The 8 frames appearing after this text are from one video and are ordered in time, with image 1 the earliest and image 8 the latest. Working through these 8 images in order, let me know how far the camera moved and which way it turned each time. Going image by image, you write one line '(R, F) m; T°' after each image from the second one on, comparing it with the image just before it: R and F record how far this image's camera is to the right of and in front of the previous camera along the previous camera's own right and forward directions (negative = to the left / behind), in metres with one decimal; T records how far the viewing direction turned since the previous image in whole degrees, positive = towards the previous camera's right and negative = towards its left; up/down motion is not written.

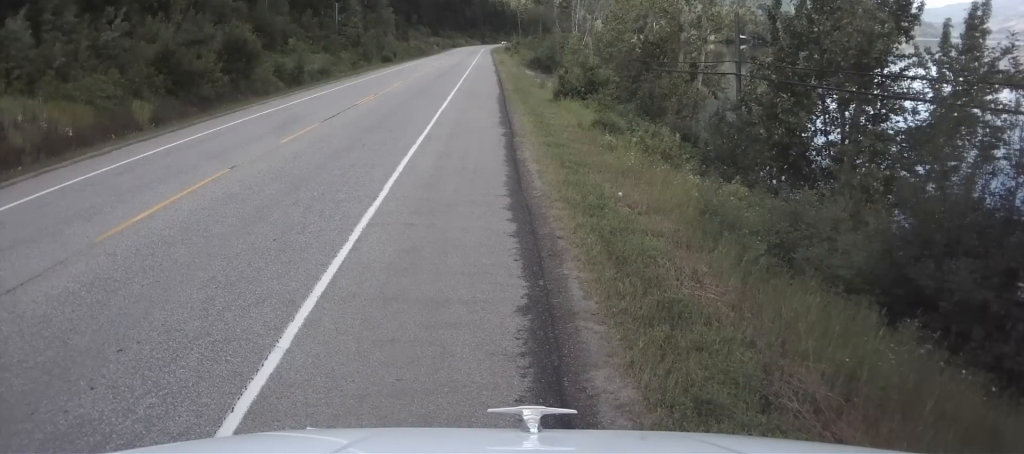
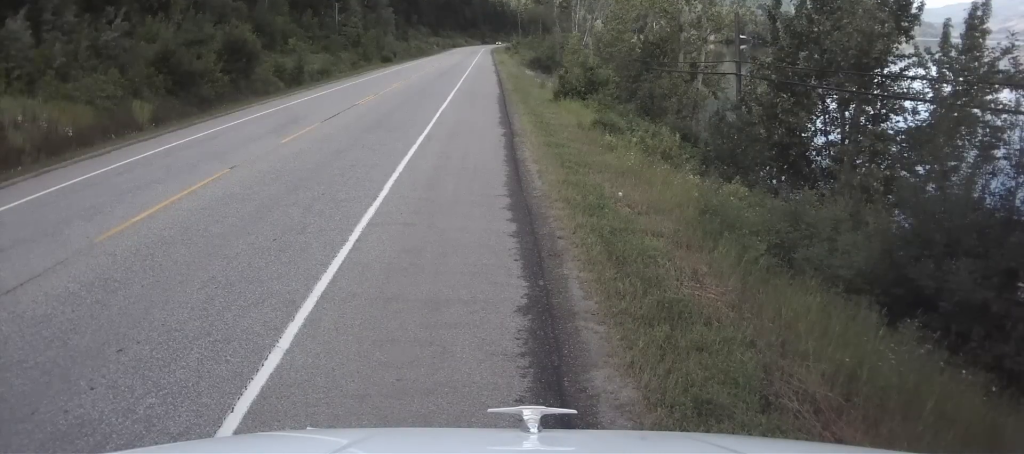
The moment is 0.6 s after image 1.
(0.0, 0.0) m; 0°
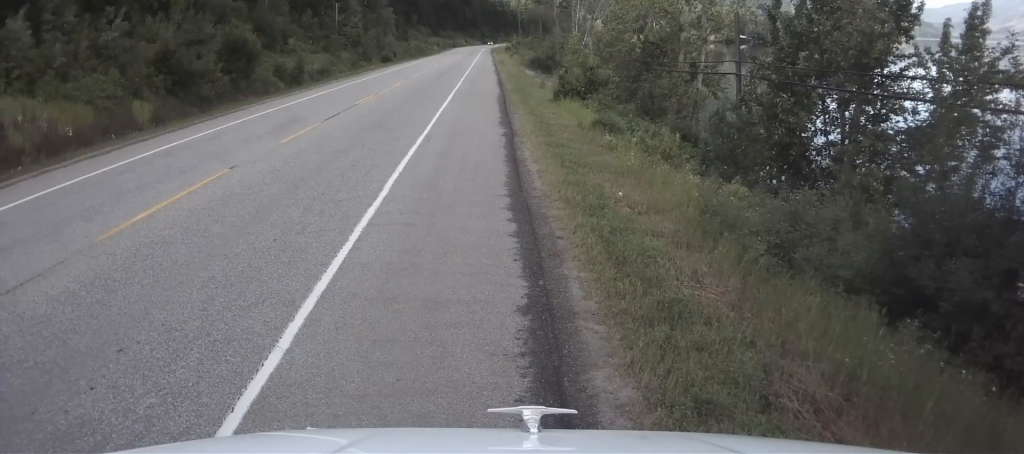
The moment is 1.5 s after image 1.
(0.0, 0.0) m; 0°
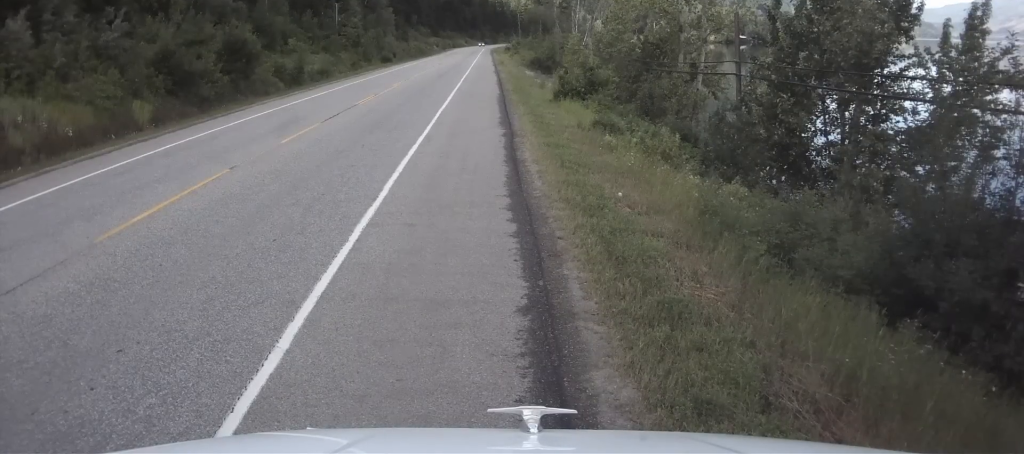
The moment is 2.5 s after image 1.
(0.0, 0.0) m; 0°
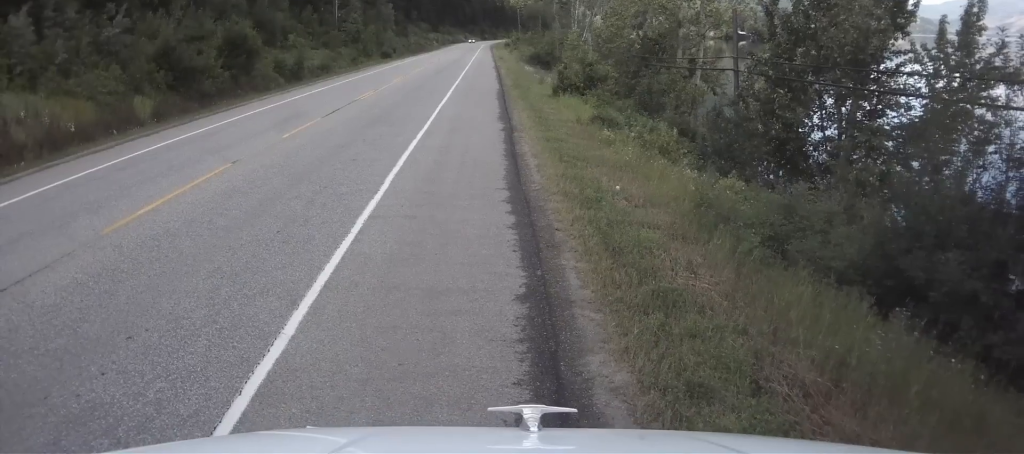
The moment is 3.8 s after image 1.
(0.0, 0.0) m; 0°
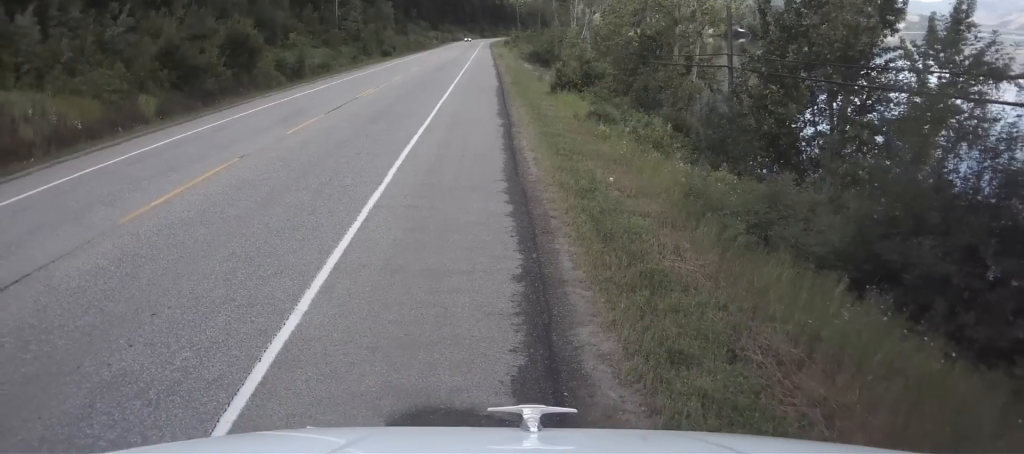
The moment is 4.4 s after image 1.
(0.0, 0.0) m; 0°
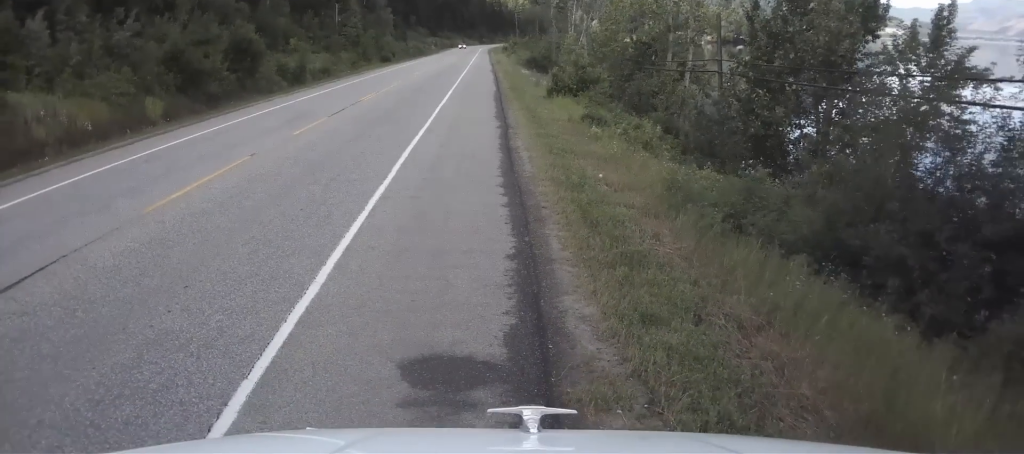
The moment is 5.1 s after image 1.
(0.0, 0.0) m; 0°
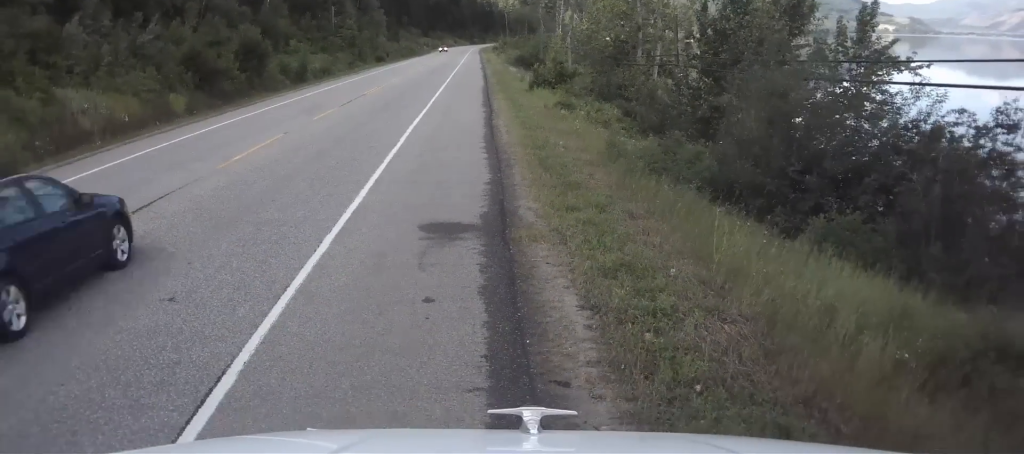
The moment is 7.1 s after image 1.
(0.0, +3.4) m; +4°
